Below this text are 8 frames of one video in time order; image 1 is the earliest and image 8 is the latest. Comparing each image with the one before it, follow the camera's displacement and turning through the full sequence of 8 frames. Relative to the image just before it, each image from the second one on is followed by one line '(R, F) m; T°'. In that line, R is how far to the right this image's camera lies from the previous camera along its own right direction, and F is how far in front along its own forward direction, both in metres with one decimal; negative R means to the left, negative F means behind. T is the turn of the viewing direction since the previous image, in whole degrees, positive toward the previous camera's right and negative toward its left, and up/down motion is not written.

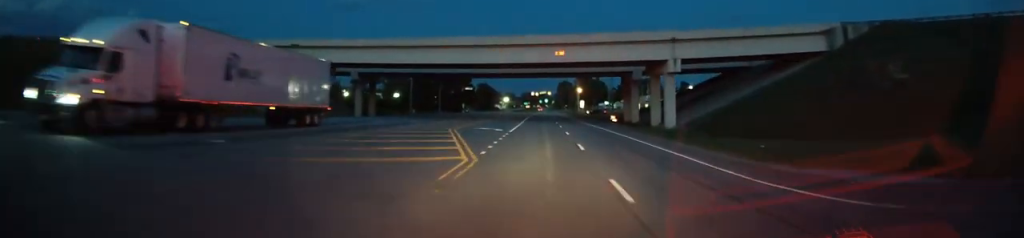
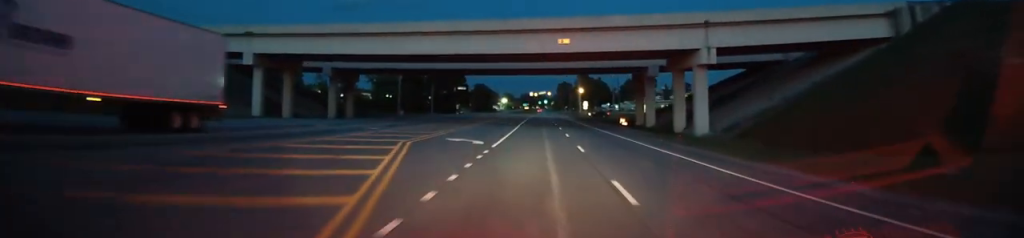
(0.0, +12.4) m; 0°
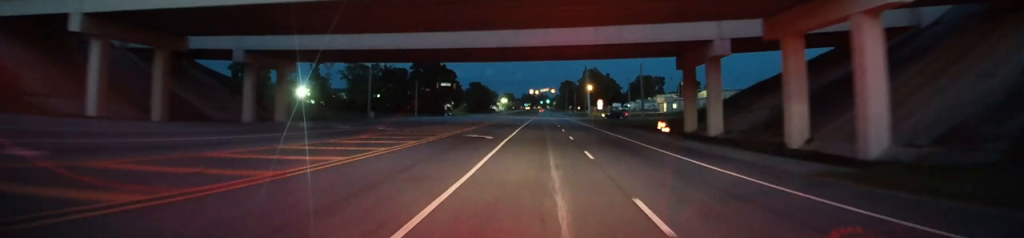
(0.0, +25.8) m; 0°
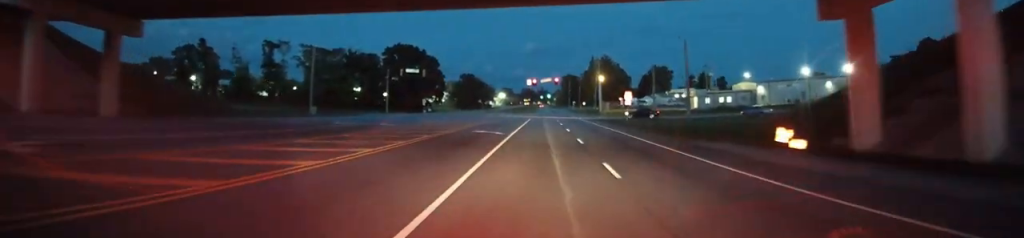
(+0.1, +28.8) m; -1°
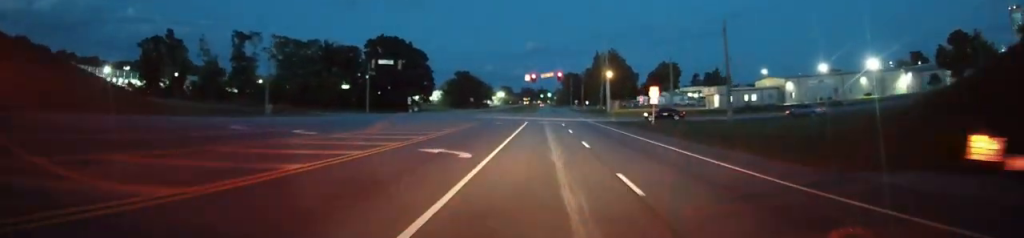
(-0.1, +14.4) m; -1°
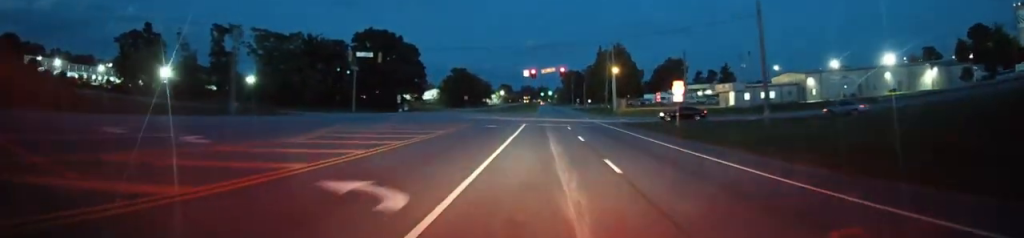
(-0.2, +8.4) m; -1°
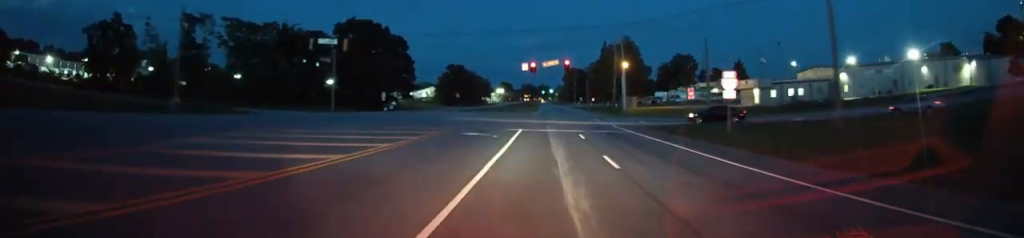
(-0.1, +11.0) m; 0°
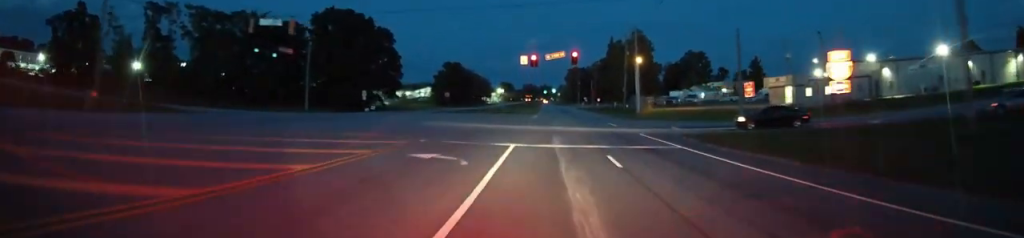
(0.0, +12.4) m; 0°
